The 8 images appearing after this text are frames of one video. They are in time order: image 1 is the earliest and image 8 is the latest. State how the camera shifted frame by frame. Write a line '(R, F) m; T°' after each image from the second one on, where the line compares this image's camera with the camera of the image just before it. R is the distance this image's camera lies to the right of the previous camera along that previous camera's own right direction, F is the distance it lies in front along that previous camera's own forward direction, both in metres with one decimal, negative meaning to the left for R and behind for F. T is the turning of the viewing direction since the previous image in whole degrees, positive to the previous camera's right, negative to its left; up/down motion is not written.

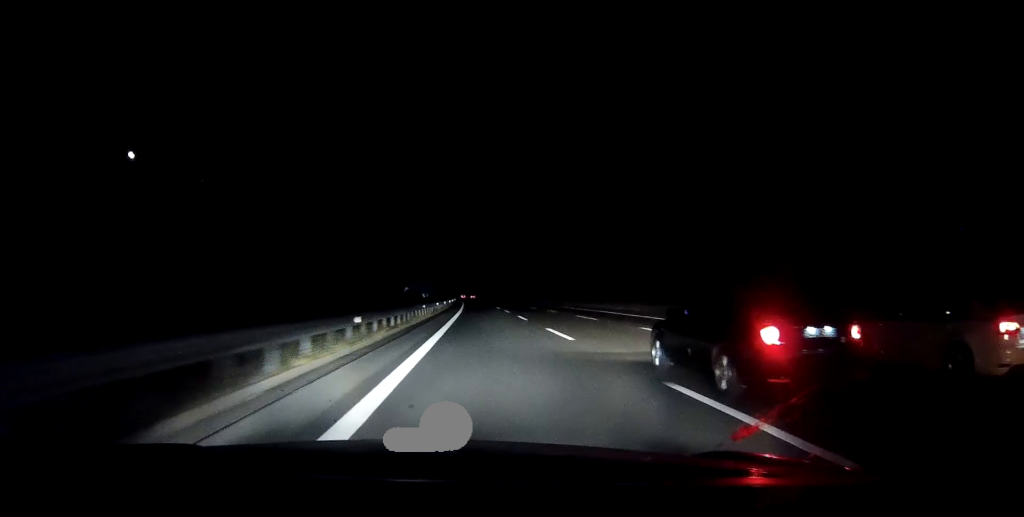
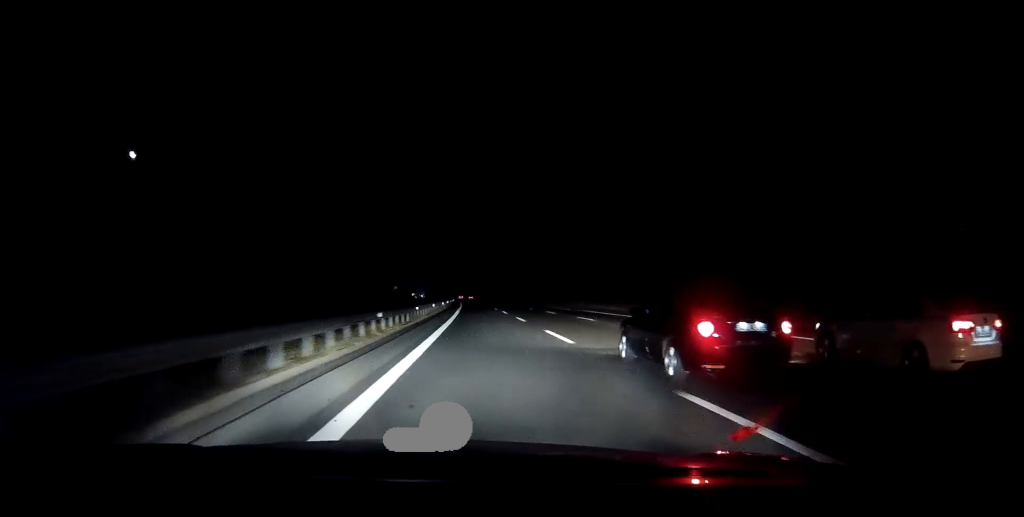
(+0.4, +13.9) m; +2°
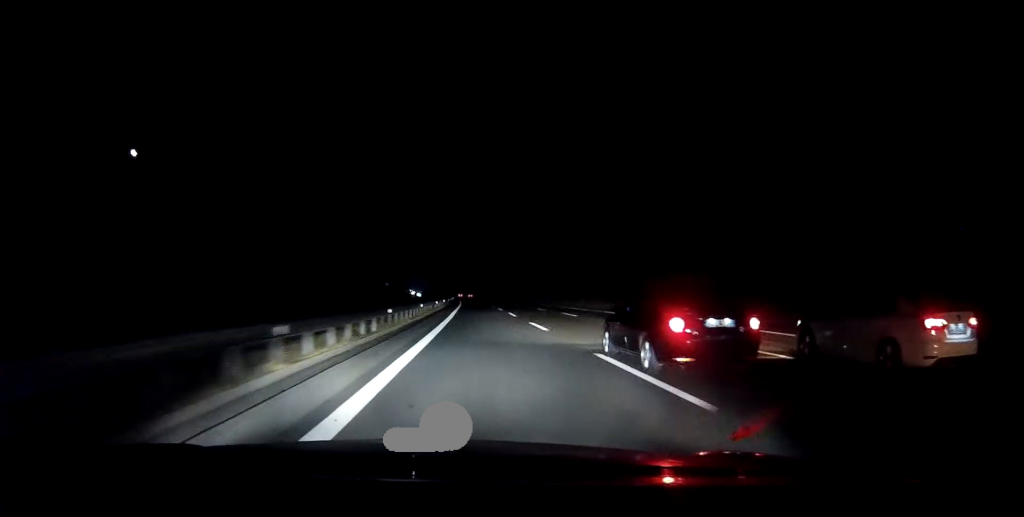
(+0.1, +8.7) m; 0°
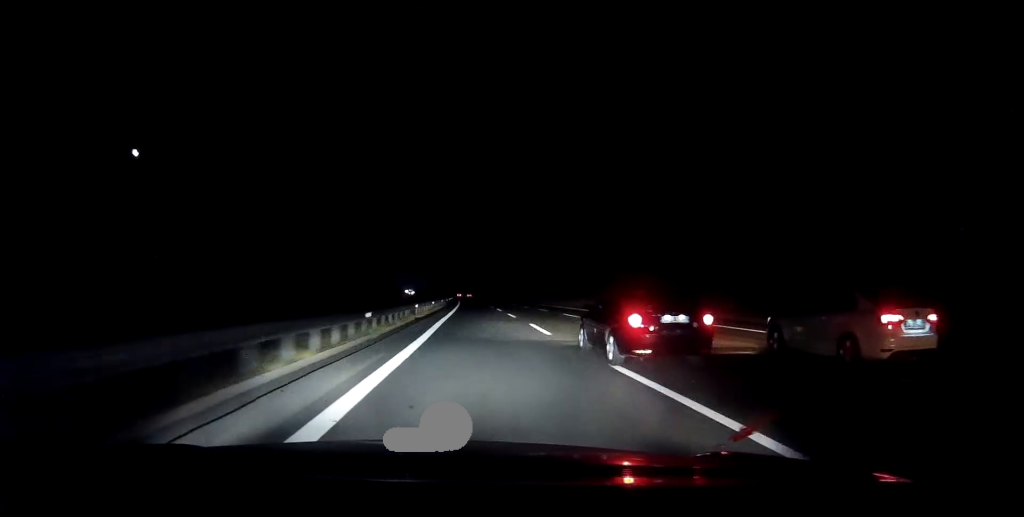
(+0.1, +14.6) m; 0°
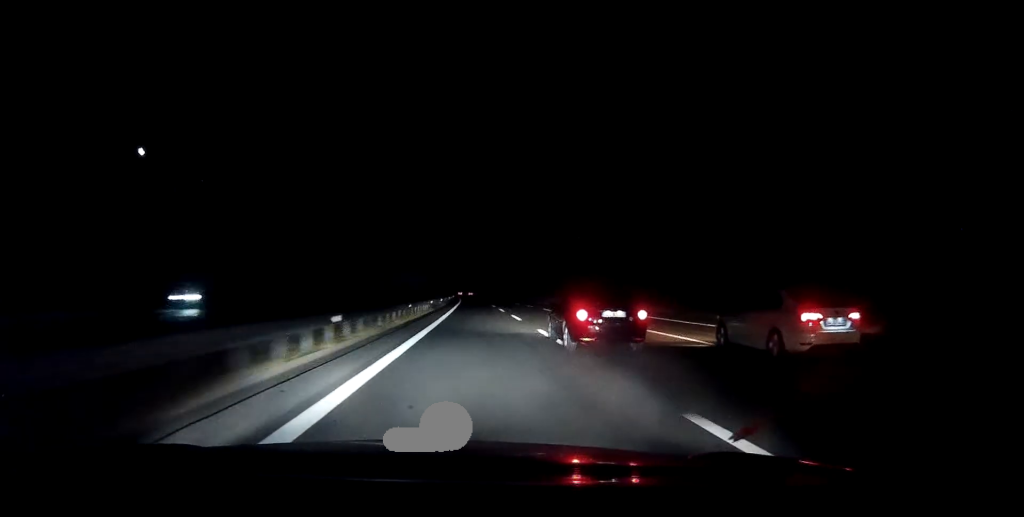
(-0.3, +32.1) m; -1°
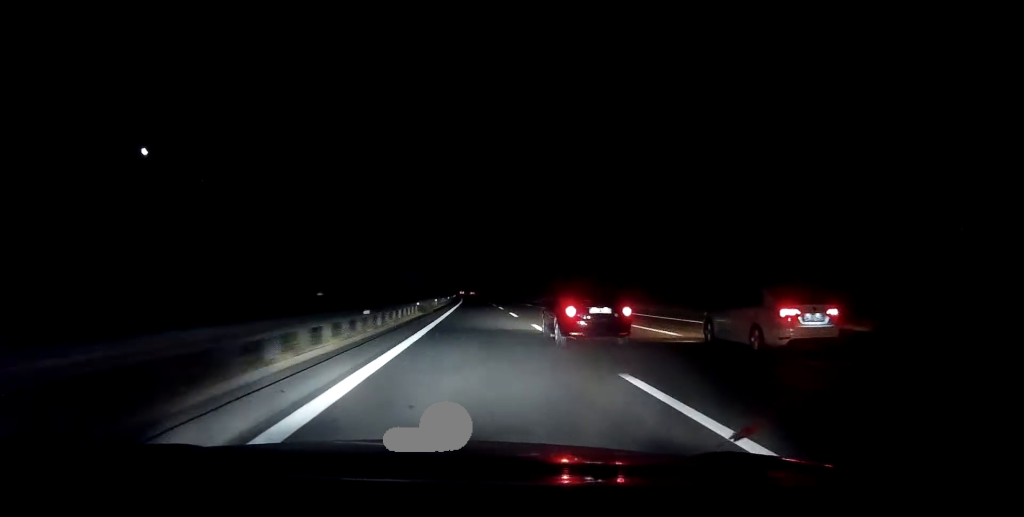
(0.0, +11.9) m; 0°
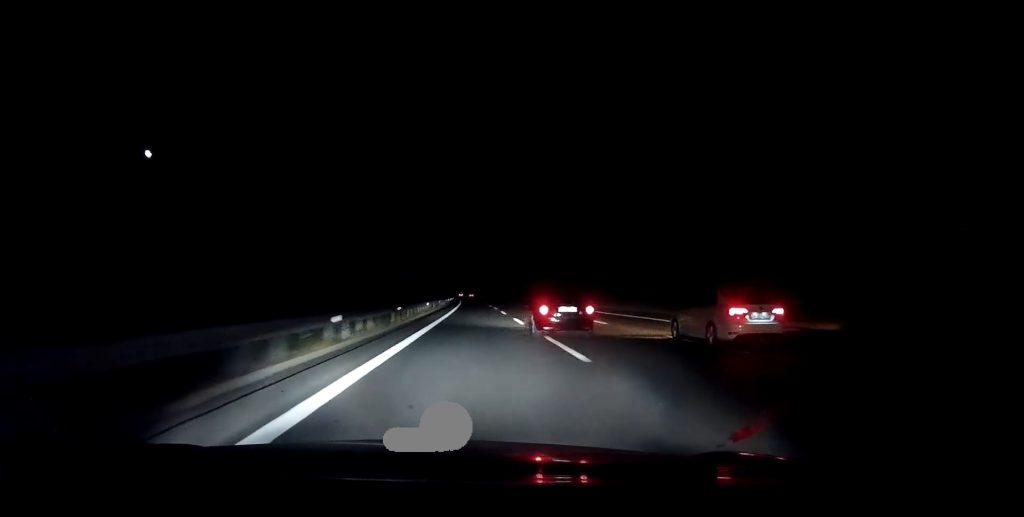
(-0.1, +33.6) m; 0°
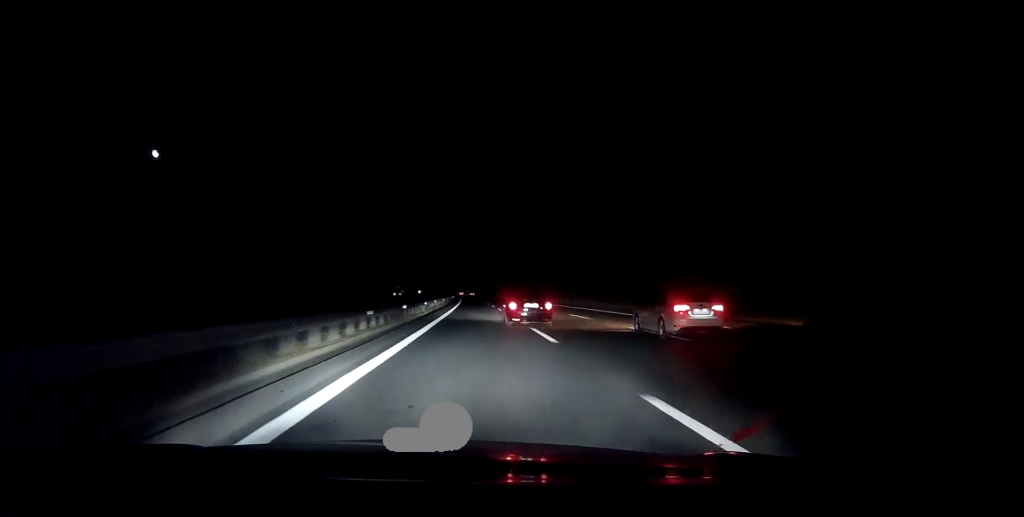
(-0.2, +53.3) m; -1°
